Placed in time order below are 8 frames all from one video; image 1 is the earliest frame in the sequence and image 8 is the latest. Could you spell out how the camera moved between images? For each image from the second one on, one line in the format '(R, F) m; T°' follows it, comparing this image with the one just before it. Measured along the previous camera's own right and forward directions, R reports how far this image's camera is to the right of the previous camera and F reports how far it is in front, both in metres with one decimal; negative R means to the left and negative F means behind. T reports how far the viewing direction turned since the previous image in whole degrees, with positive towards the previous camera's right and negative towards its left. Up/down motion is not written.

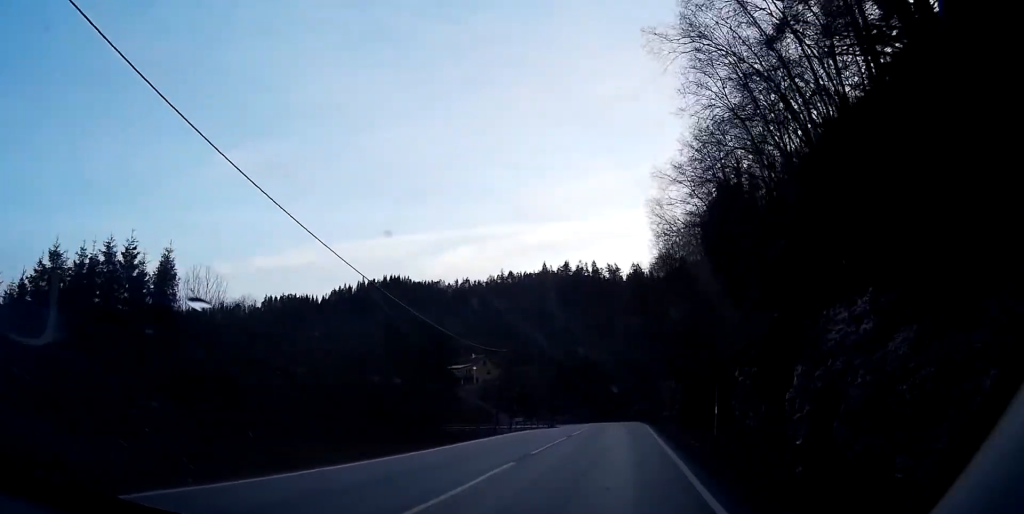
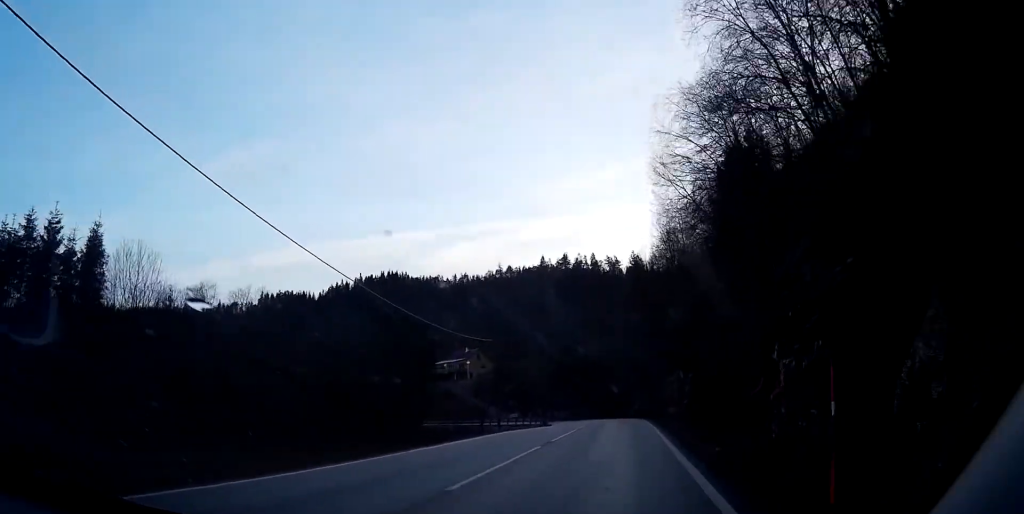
(0.0, +8.0) m; +1°
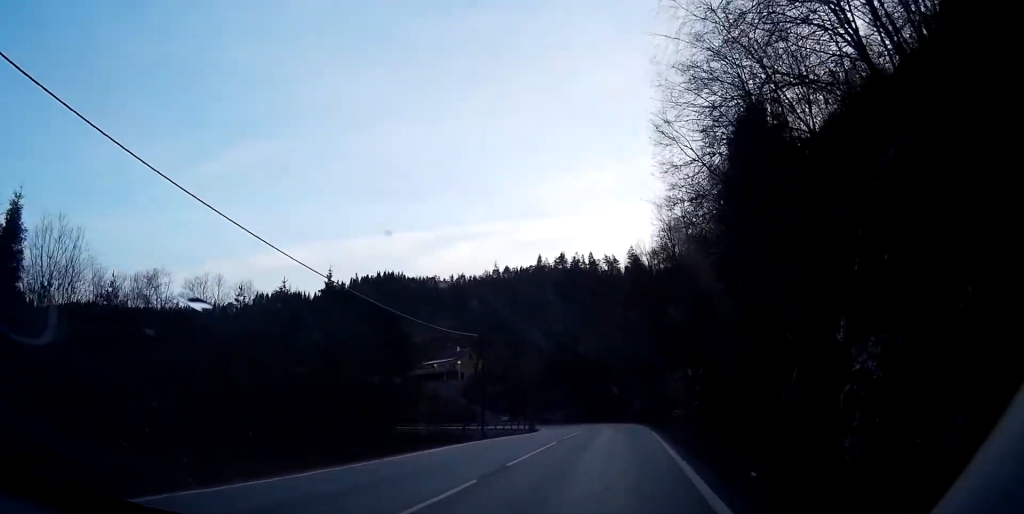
(+0.1, +7.4) m; +1°
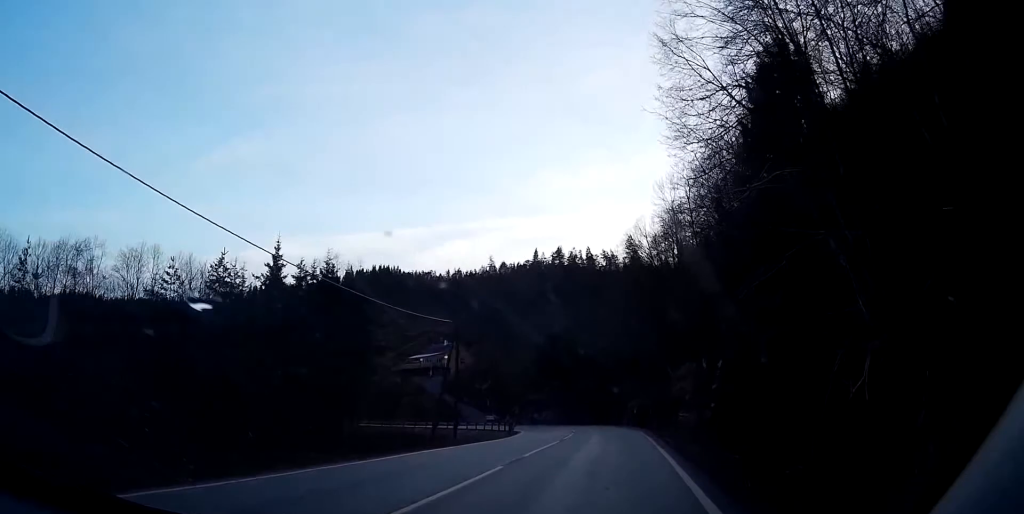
(+0.1, +9.2) m; 0°
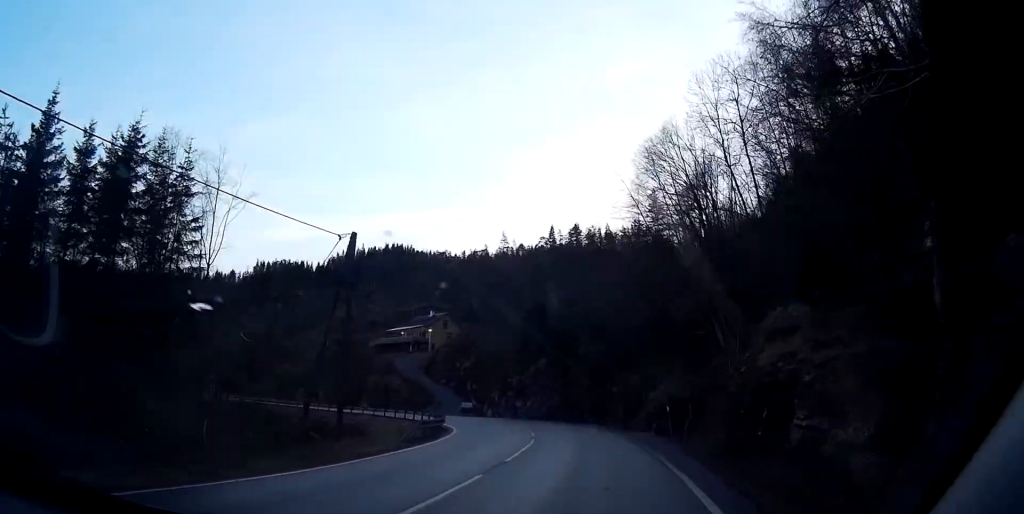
(-0.3, +26.2) m; -3°
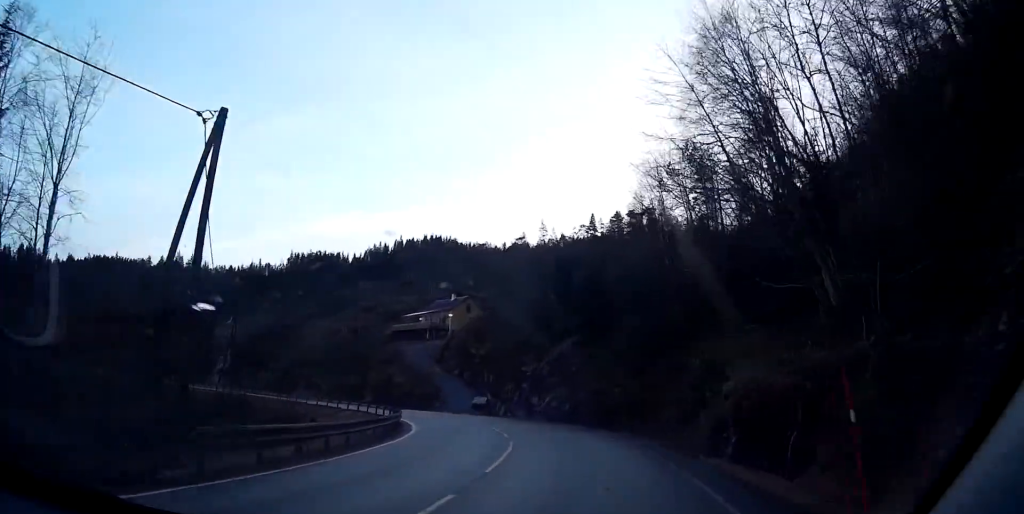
(-0.6, +15.1) m; -3°
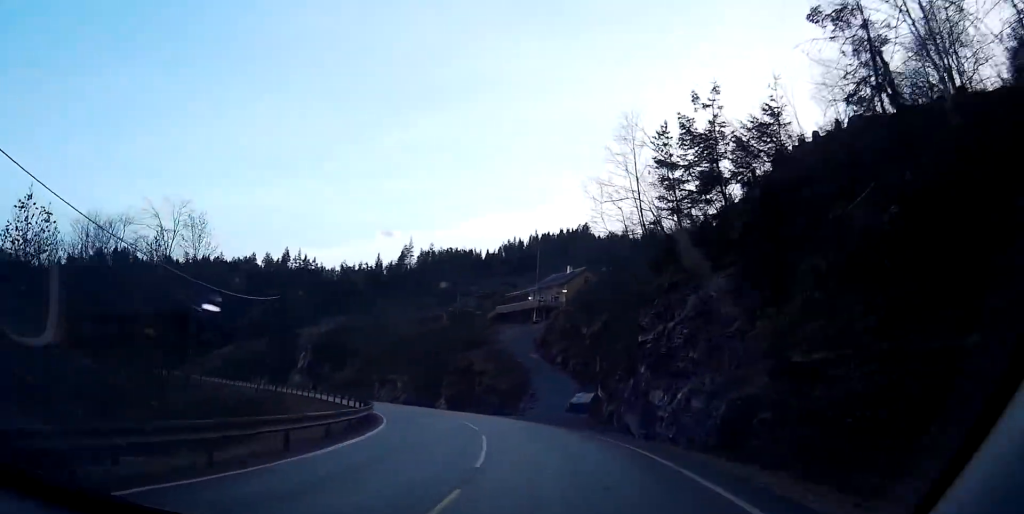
(-0.2, +23.7) m; -6°
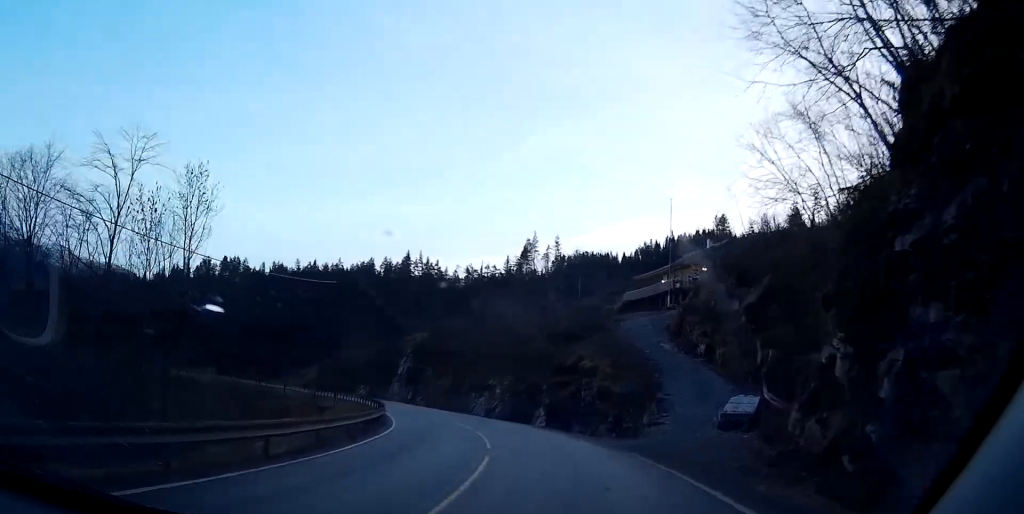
(-2.5, +17.2) m; -15°
